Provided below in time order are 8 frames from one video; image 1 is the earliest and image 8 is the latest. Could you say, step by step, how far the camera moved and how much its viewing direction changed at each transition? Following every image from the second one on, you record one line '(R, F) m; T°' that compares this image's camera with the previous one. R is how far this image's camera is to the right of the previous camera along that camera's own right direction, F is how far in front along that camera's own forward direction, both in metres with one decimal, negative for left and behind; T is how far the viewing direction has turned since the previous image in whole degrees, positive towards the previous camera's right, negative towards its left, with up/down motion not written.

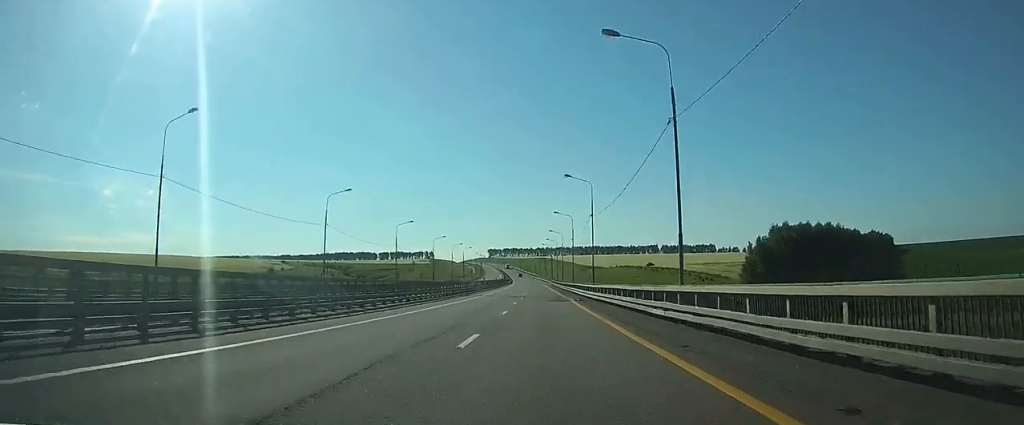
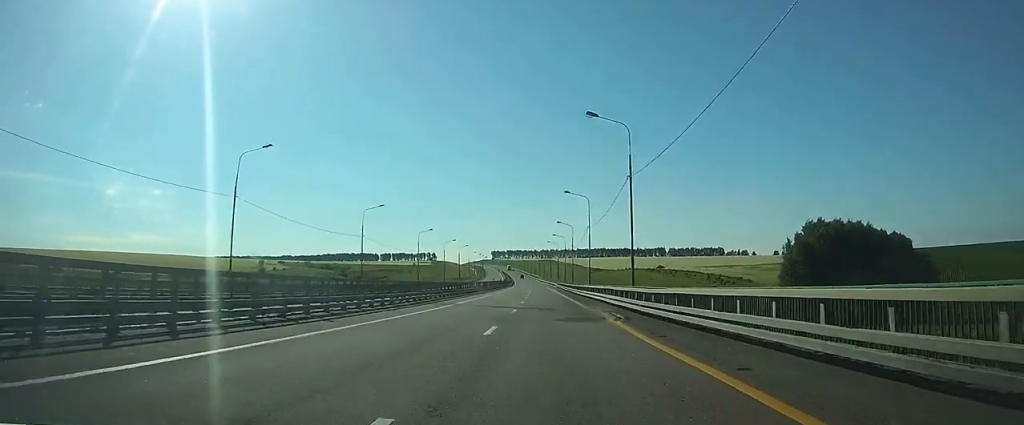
(-0.1, +21.0) m; 0°
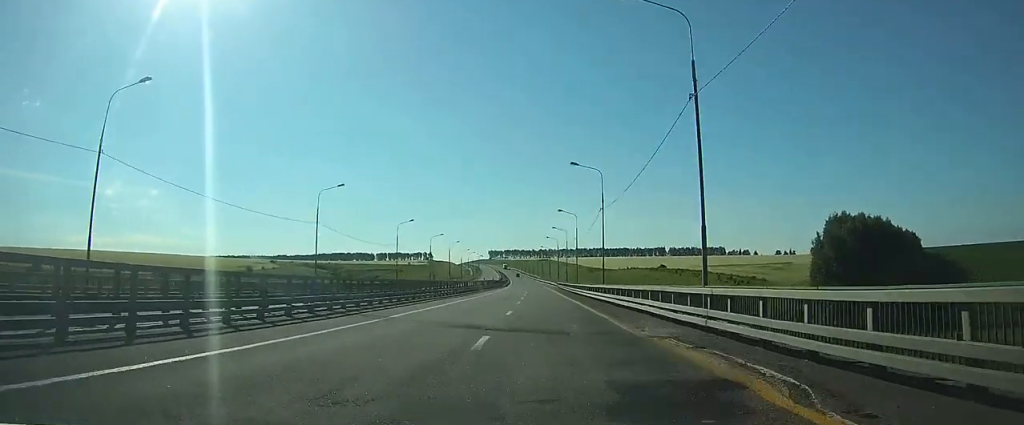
(-0.1, +15.2) m; 0°
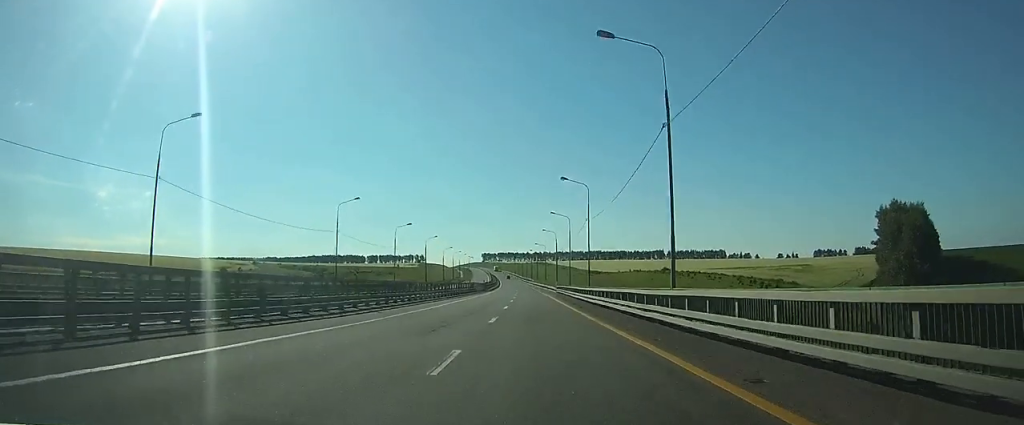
(0.0, +26.6) m; 0°
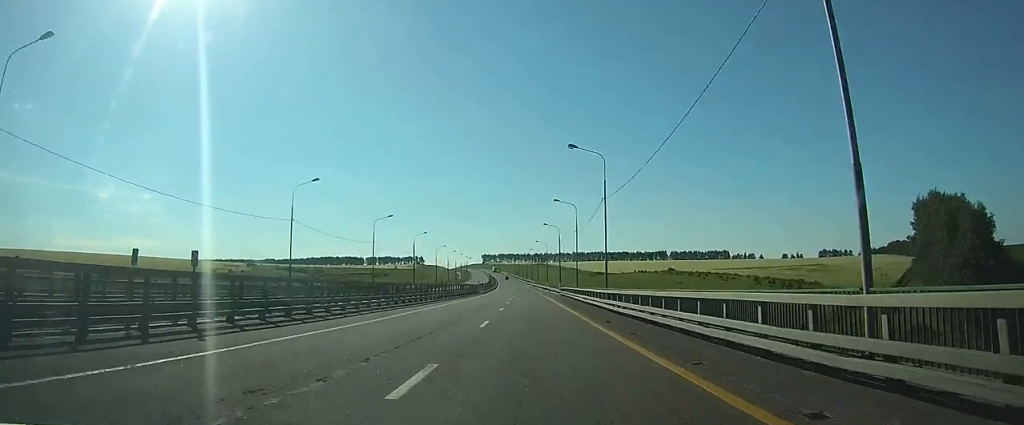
(0.0, +13.3) m; 0°
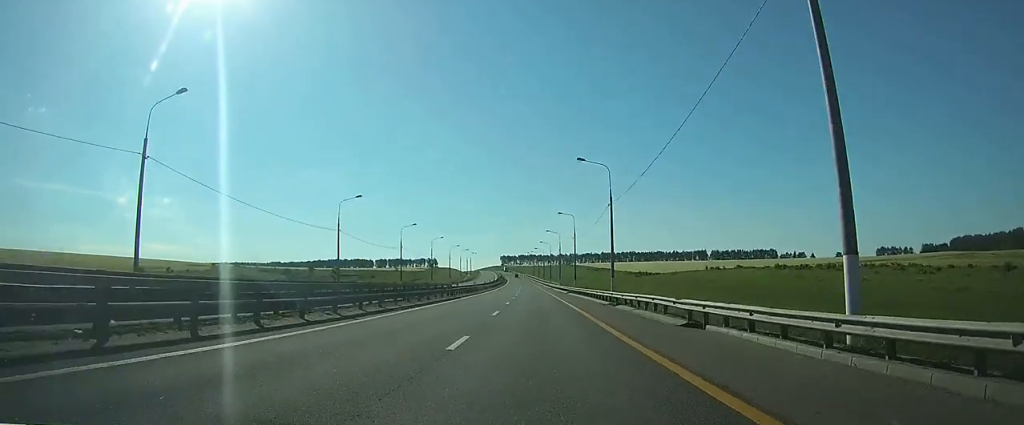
(-0.9, +90.6) m; -1°
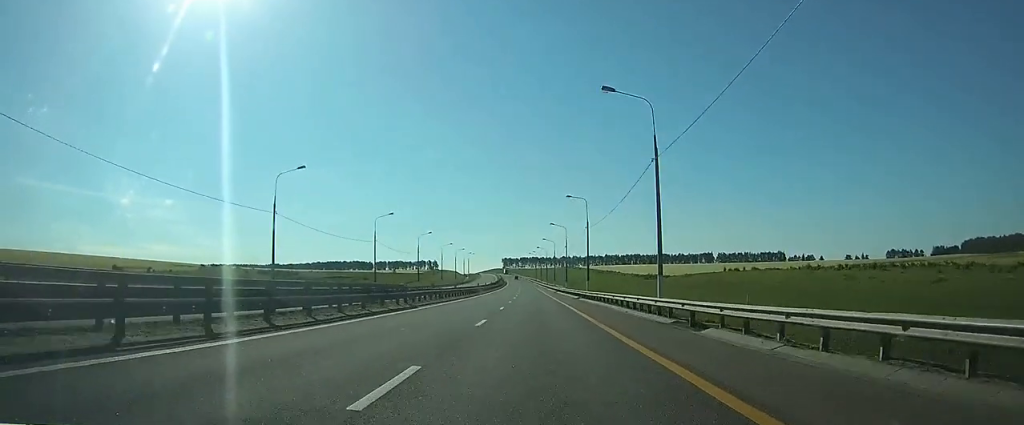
(-0.1, +17.8) m; 0°
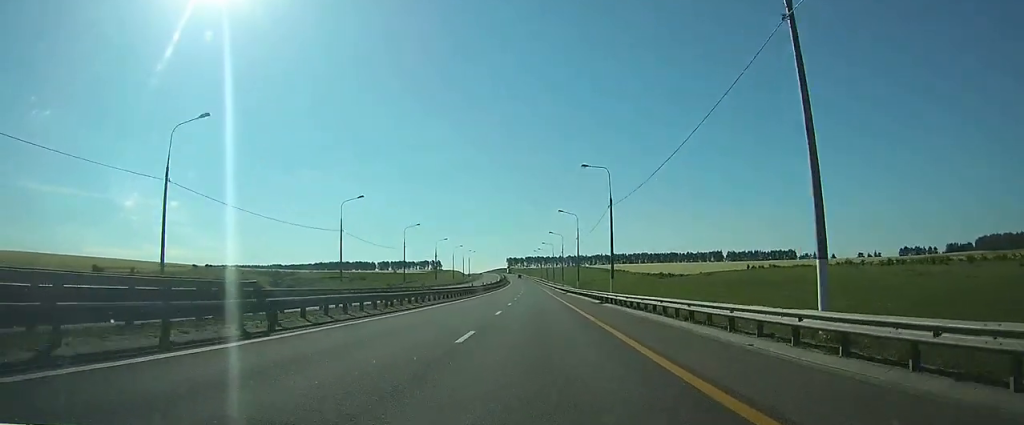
(0.0, +16.8) m; 0°
